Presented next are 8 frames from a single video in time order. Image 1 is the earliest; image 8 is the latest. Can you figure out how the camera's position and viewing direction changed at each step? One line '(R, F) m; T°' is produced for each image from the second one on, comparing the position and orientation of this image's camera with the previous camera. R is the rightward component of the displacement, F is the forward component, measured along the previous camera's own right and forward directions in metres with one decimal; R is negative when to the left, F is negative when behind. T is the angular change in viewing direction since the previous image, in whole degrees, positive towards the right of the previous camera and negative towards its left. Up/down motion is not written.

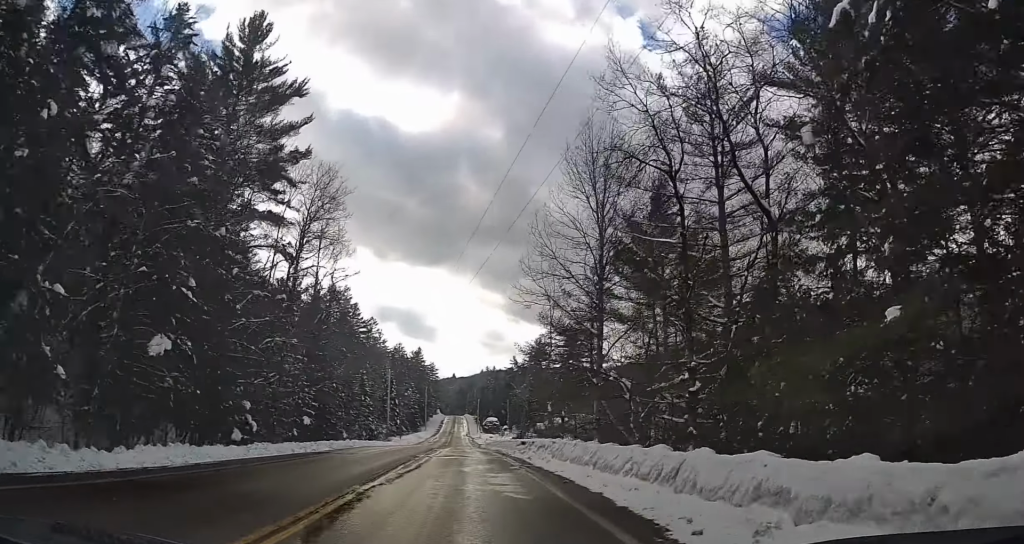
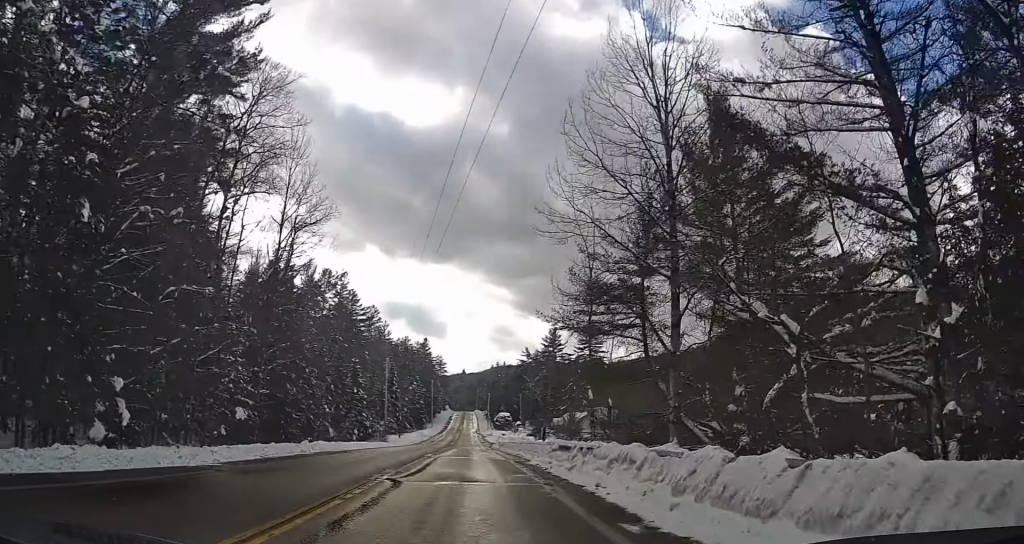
(-0.2, +11.8) m; -1°
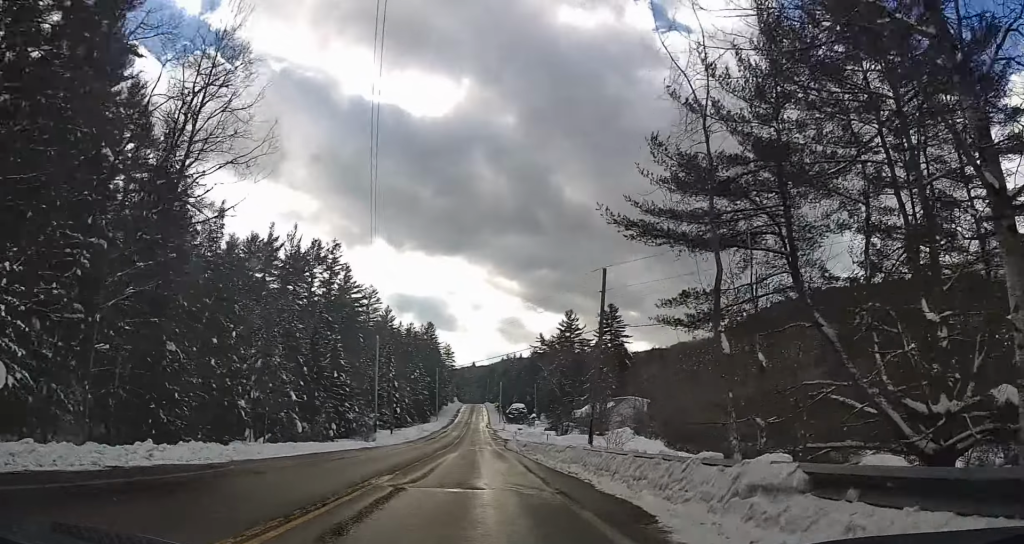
(+0.1, +15.1) m; -1°
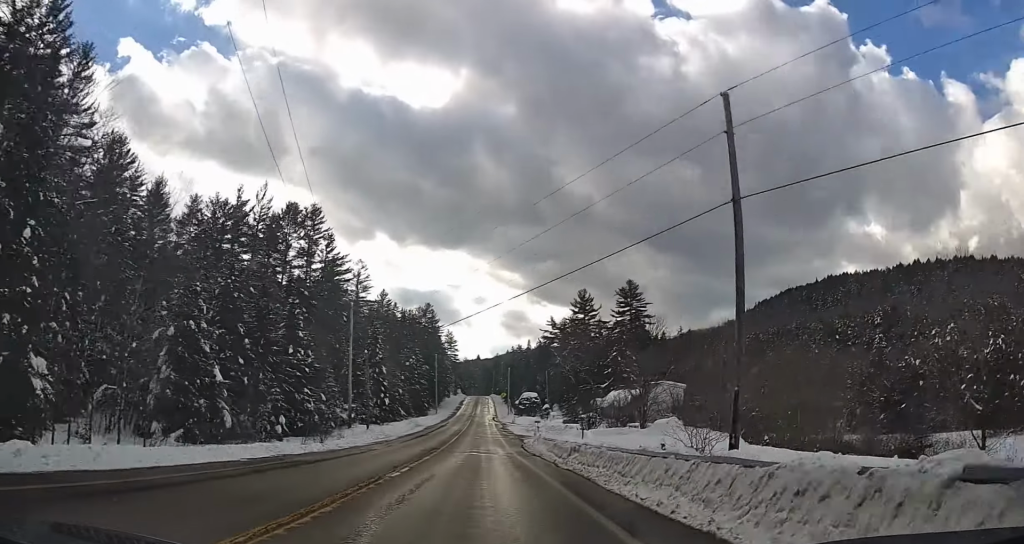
(-0.2, +15.9) m; -1°
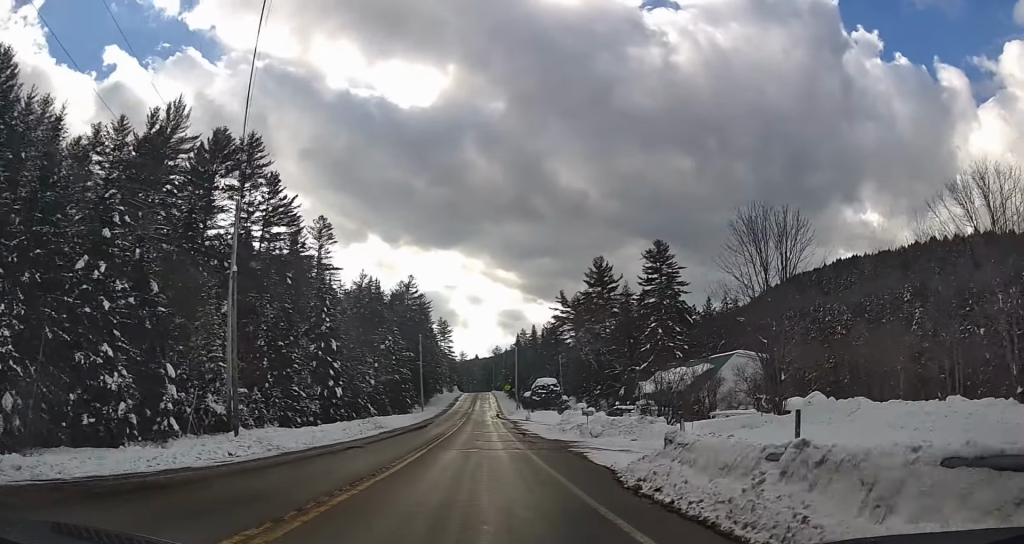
(-0.5, +25.6) m; -1°
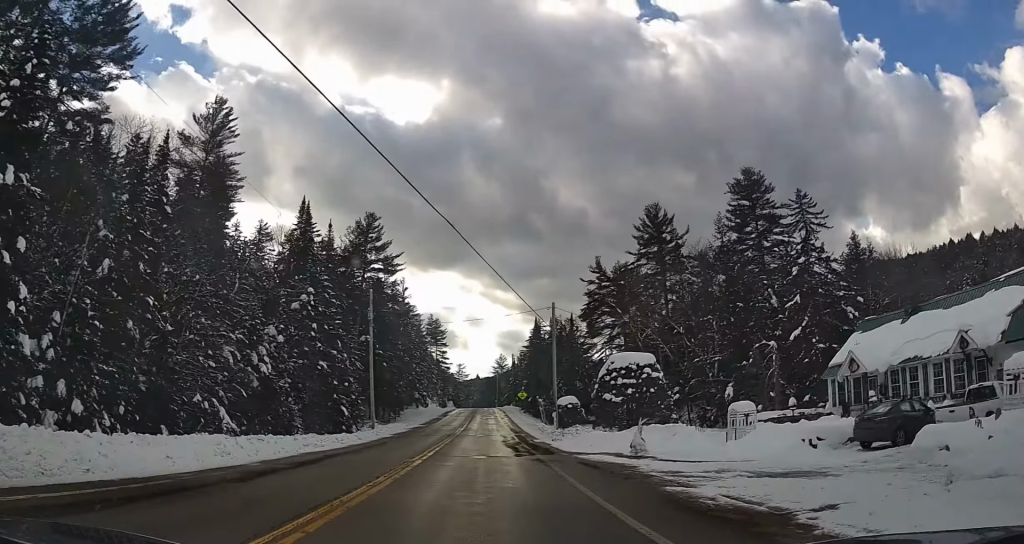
(-0.5, +39.8) m; -1°
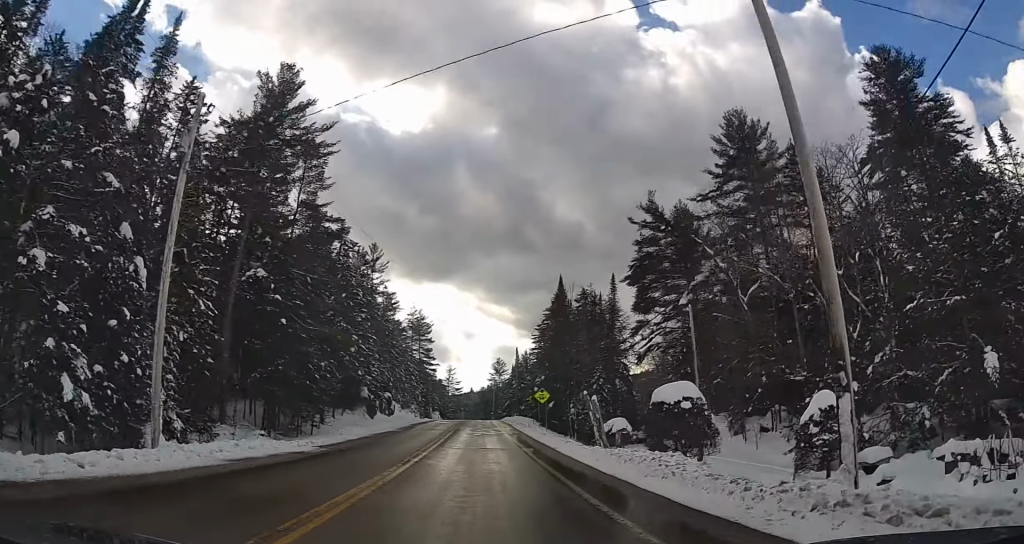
(+0.2, +31.4) m; +1°
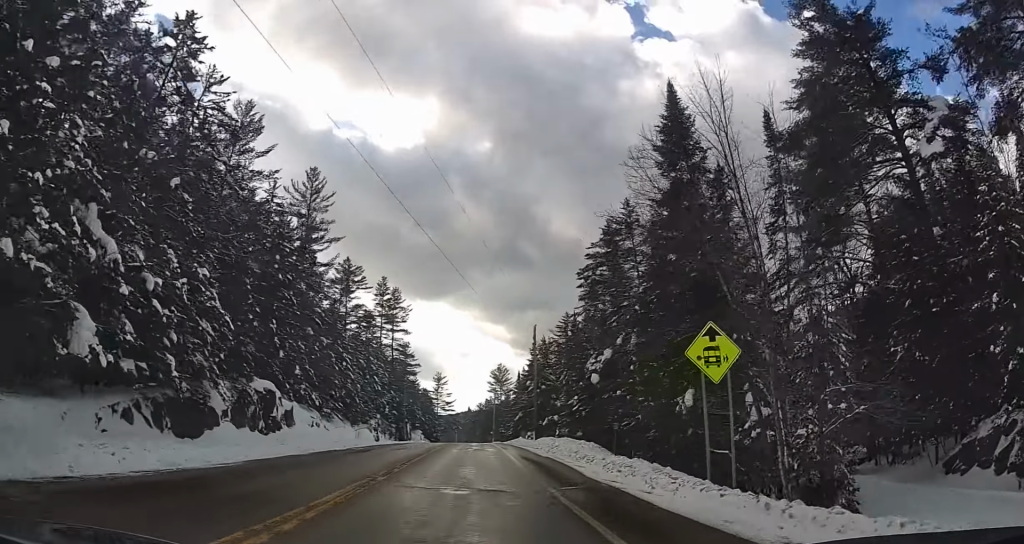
(+0.2, +35.5) m; 0°
